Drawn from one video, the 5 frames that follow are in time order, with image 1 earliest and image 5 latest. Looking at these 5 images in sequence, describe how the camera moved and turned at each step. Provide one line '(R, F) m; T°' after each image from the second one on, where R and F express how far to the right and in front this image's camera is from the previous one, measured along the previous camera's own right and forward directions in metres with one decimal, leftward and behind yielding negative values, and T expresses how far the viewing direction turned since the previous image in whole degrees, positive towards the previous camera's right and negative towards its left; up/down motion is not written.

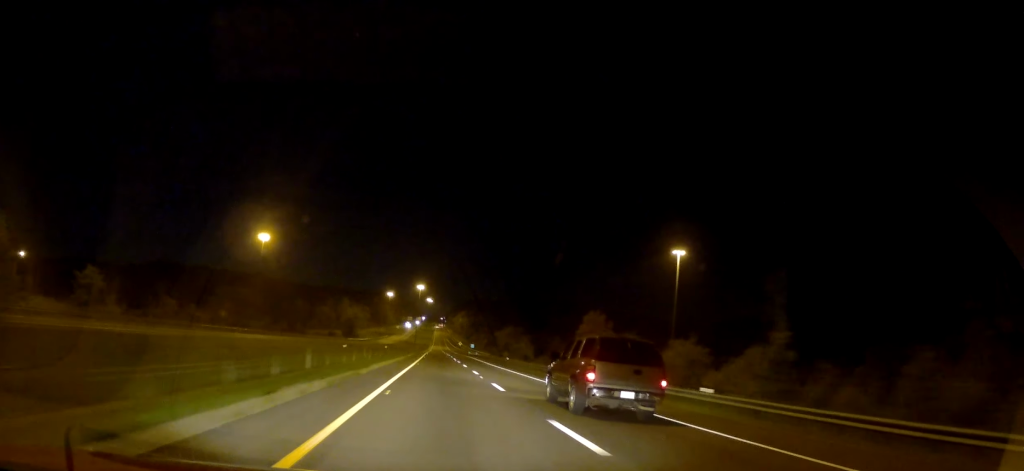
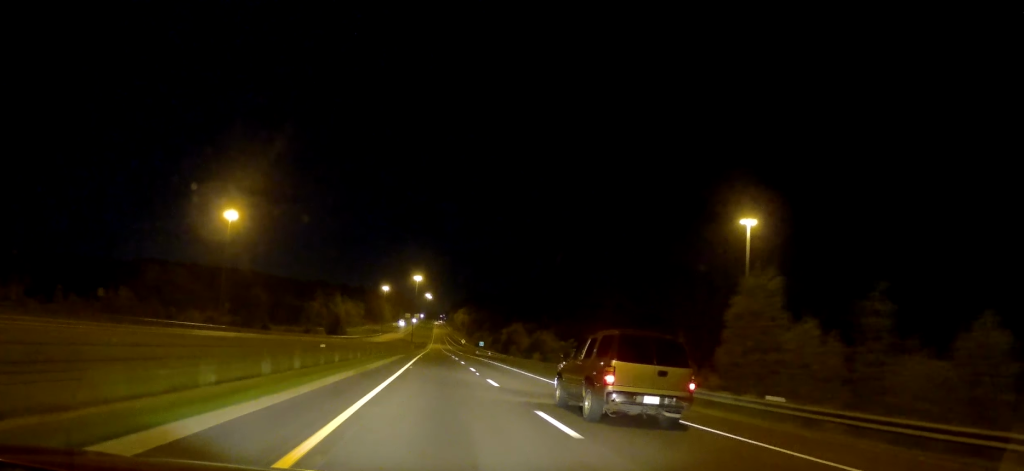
(0.0, +37.2) m; 0°
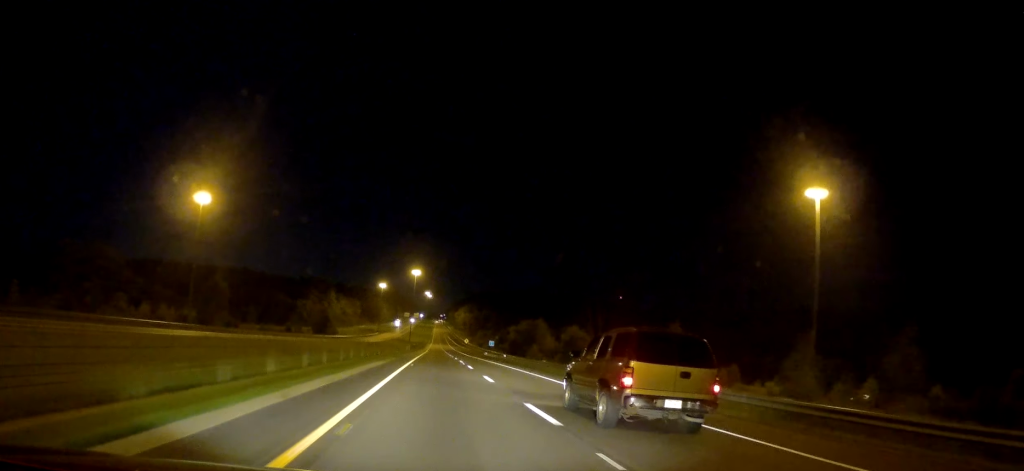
(+0.1, +23.6) m; 0°
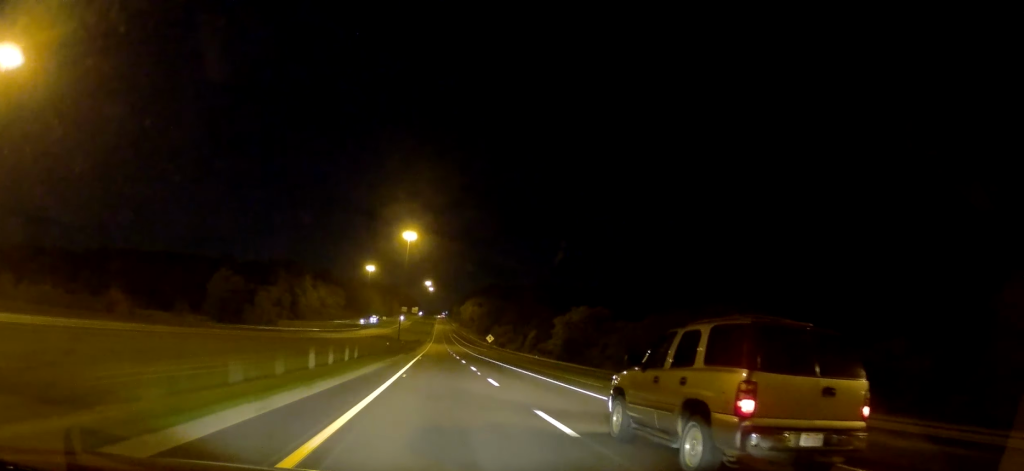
(+1.6, +88.2) m; +1°
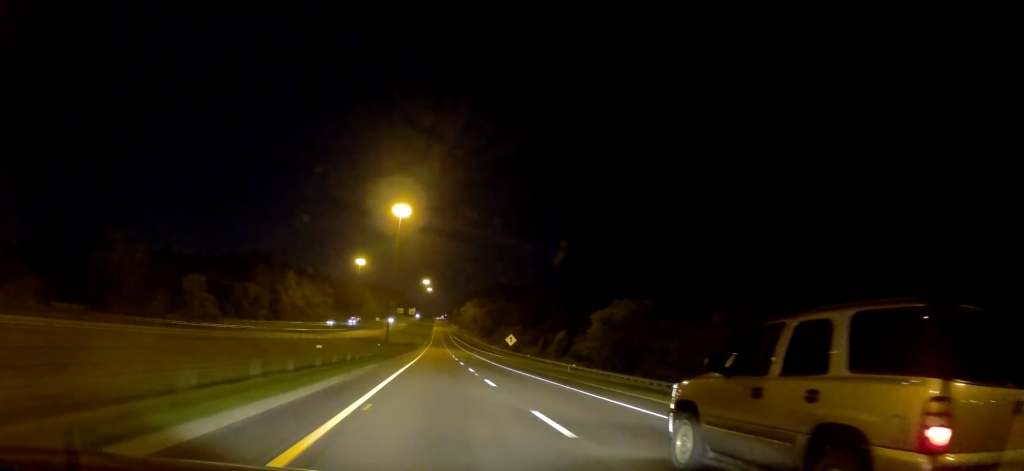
(-0.2, +37.0) m; 0°
